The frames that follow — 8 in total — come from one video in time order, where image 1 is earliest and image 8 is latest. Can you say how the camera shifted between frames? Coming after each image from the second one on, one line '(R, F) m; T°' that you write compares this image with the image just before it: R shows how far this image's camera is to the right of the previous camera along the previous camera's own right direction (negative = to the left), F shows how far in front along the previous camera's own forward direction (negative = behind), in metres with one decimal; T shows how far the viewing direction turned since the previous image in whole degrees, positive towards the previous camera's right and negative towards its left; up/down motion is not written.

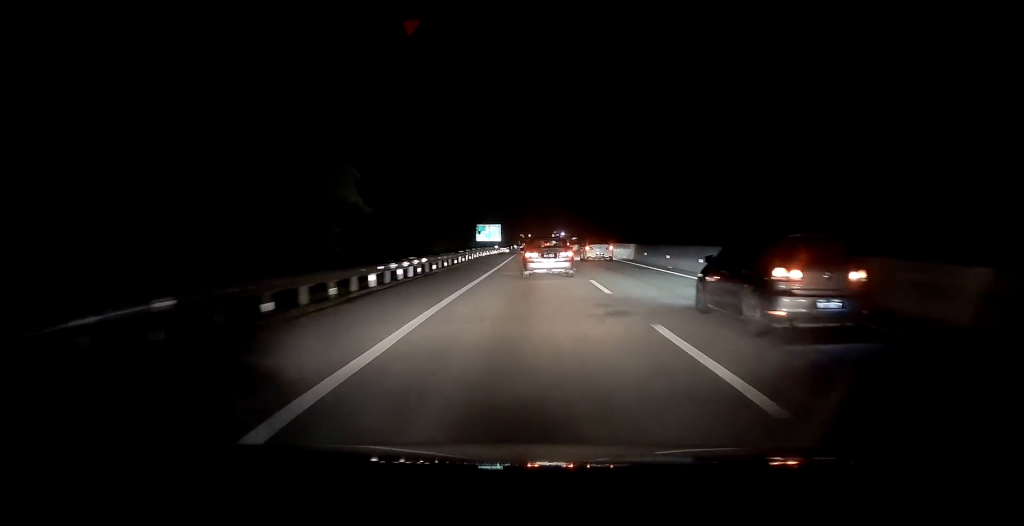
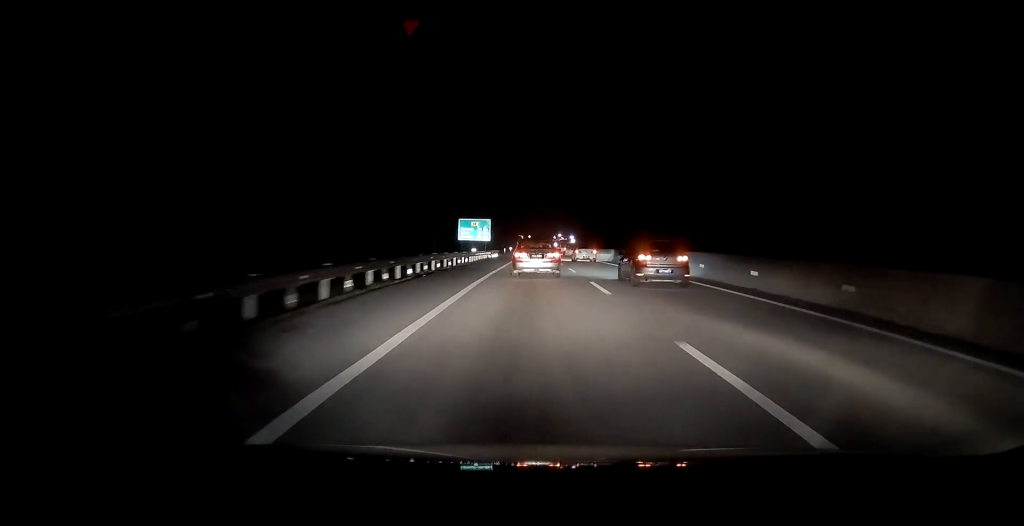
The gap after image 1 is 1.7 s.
(+0.2, +35.2) m; +1°
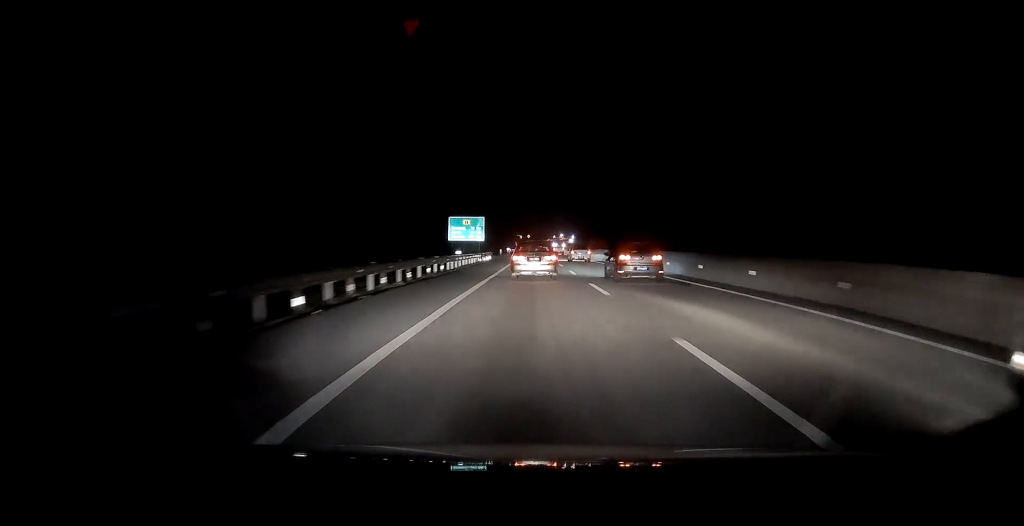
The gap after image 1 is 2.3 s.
(0.0, +11.7) m; 0°
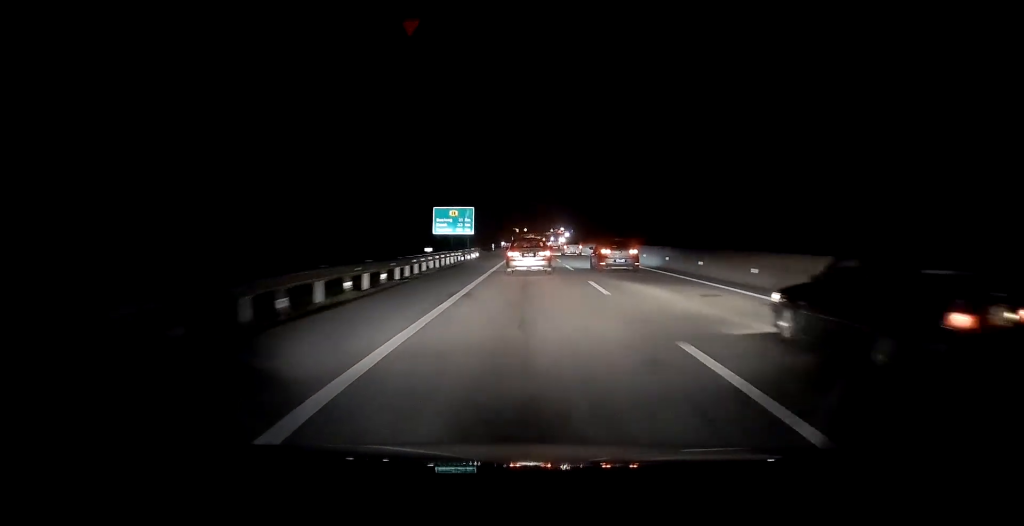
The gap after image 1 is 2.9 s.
(0.0, +11.7) m; 0°
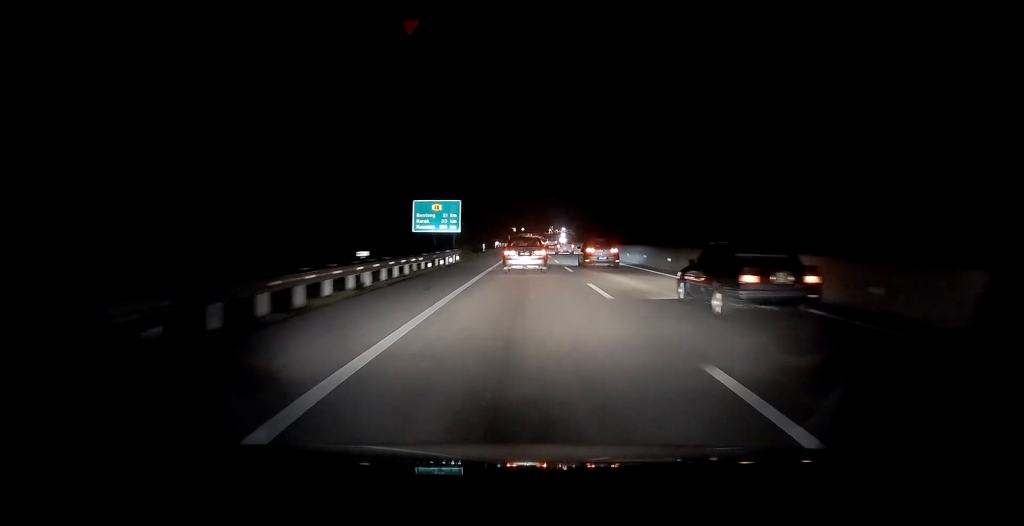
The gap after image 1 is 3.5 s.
(0.0, +13.2) m; 0°
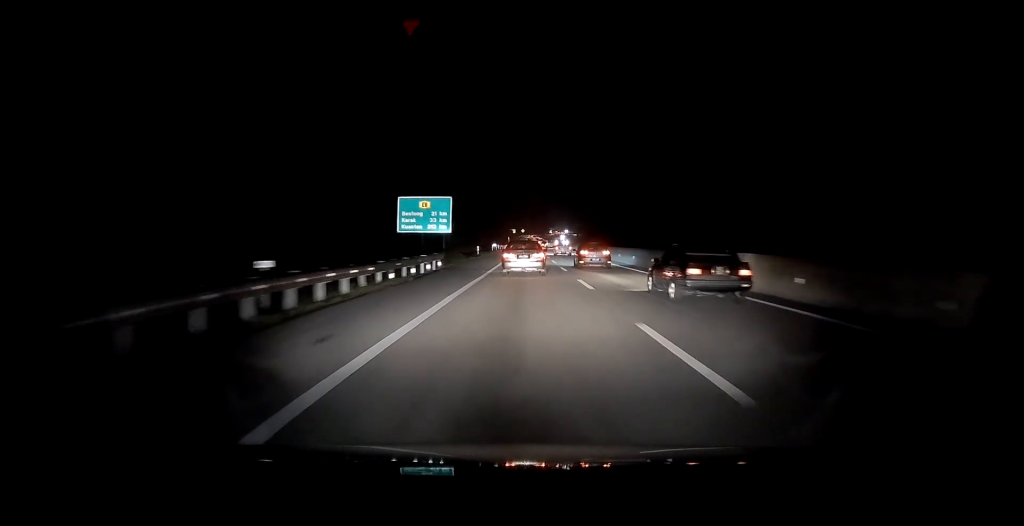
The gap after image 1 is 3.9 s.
(0.0, +8.4) m; 0°
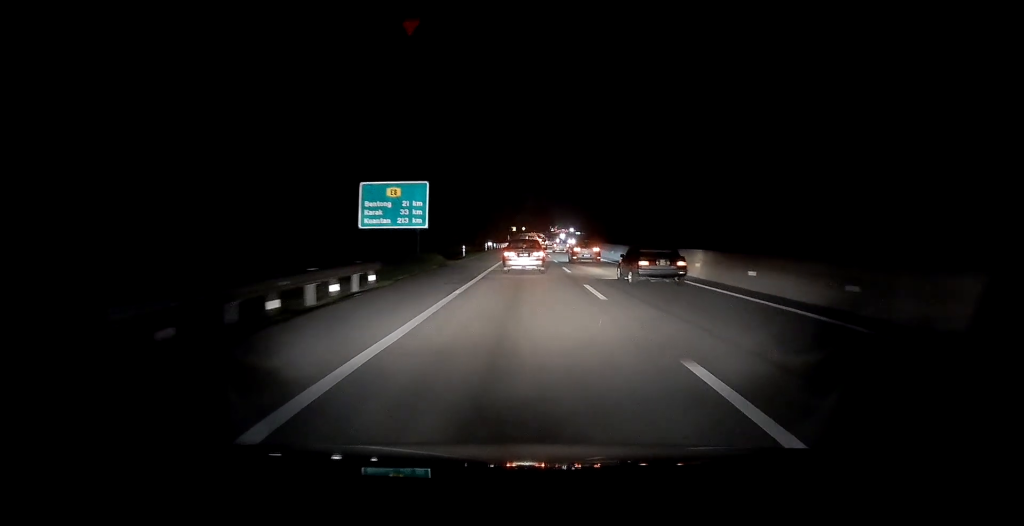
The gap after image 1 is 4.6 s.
(0.0, +14.7) m; 0°
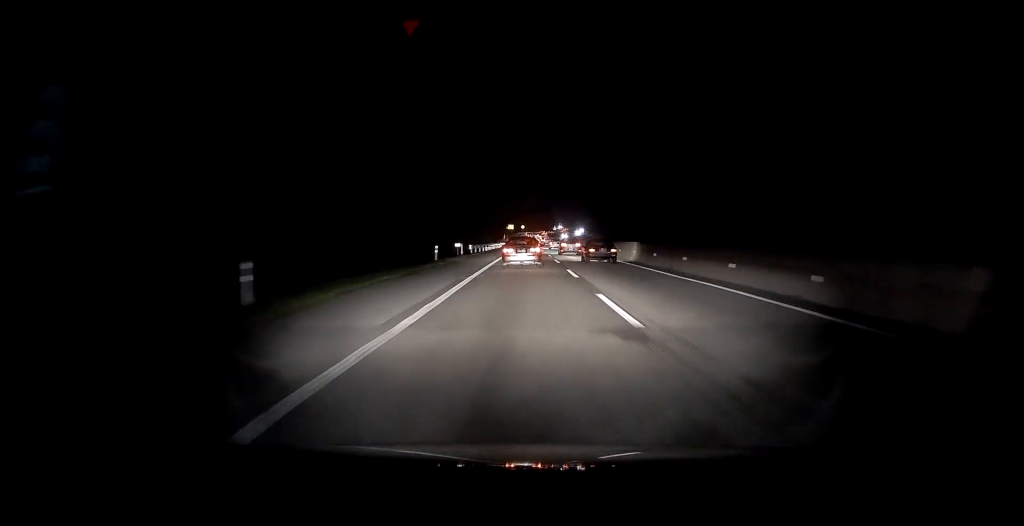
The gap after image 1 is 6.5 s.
(-0.5, +40.5) m; 0°
